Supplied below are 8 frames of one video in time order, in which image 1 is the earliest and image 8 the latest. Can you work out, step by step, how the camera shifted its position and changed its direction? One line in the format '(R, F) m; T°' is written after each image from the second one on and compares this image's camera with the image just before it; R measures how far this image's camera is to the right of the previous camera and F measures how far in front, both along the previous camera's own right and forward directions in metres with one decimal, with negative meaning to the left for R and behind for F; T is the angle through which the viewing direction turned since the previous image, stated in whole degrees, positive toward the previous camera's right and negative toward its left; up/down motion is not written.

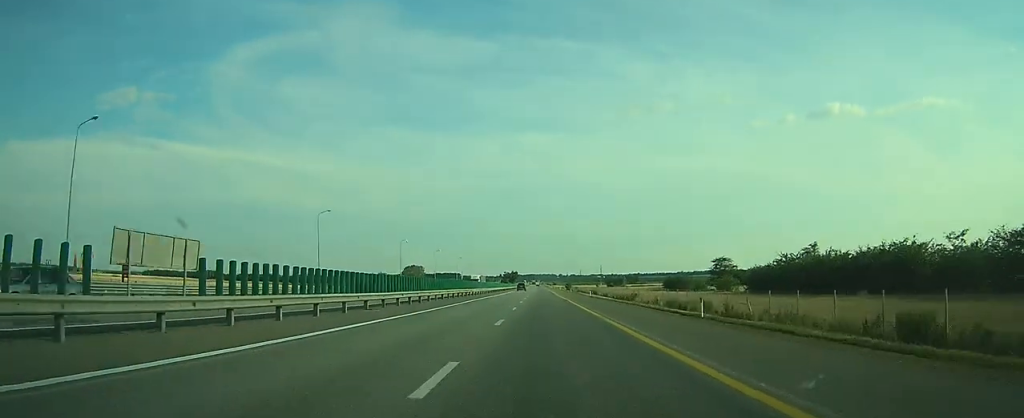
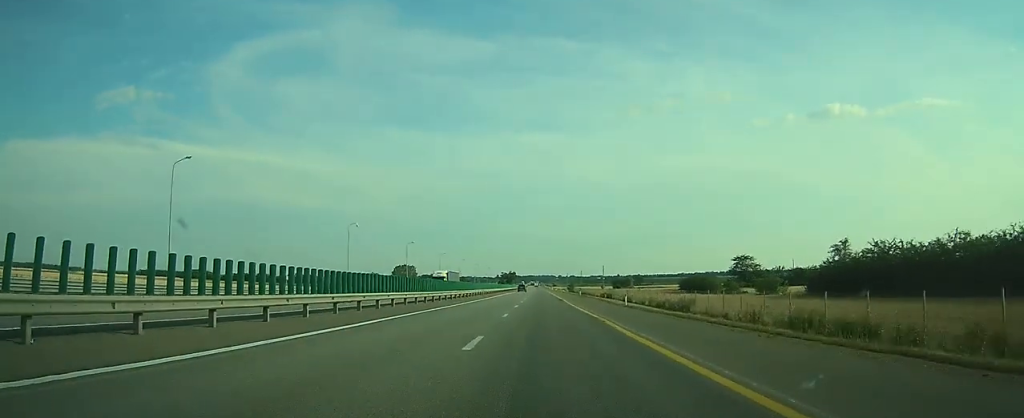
(+0.1, +30.8) m; 0°
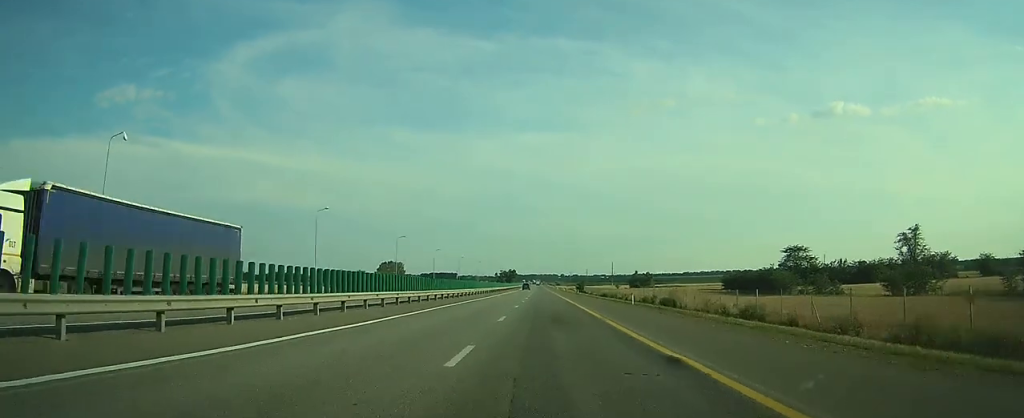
(0.0, +50.2) m; 0°
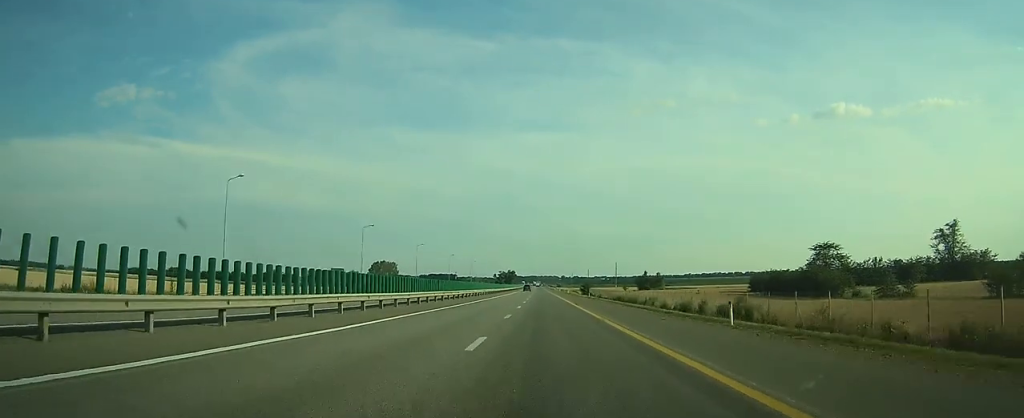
(-0.1, +21.5) m; 0°
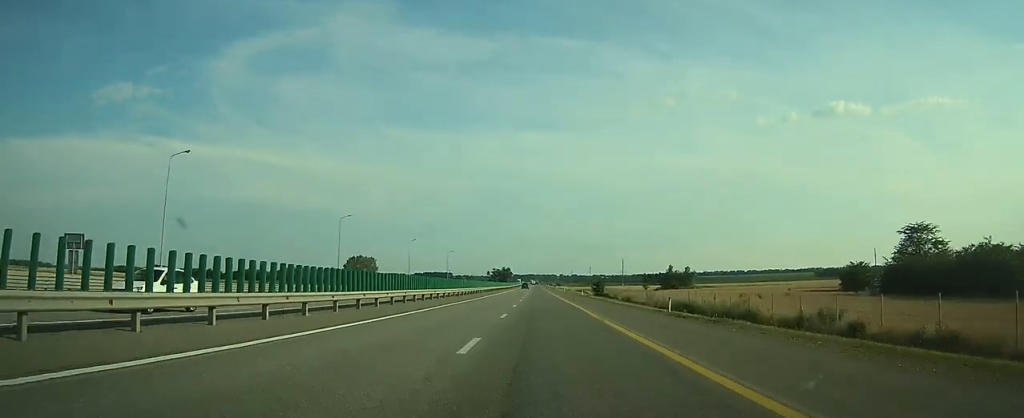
(-0.1, +48.4) m; 0°
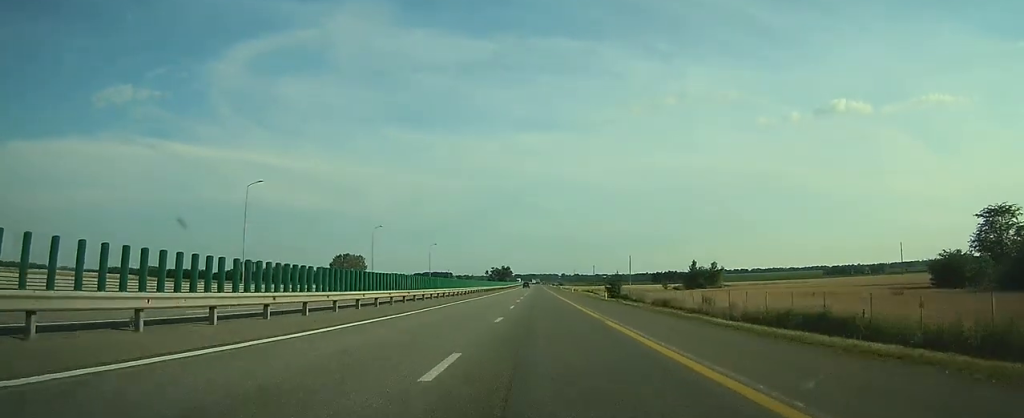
(0.0, +26.9) m; 0°
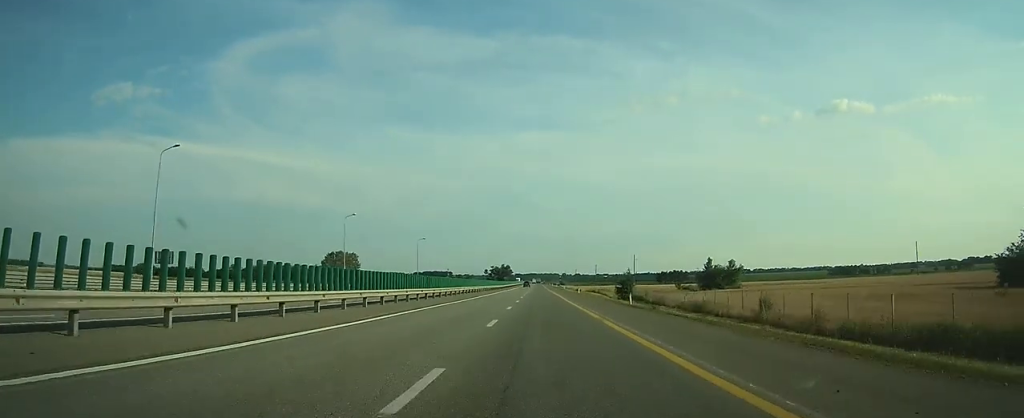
(0.0, +14.0) m; 0°
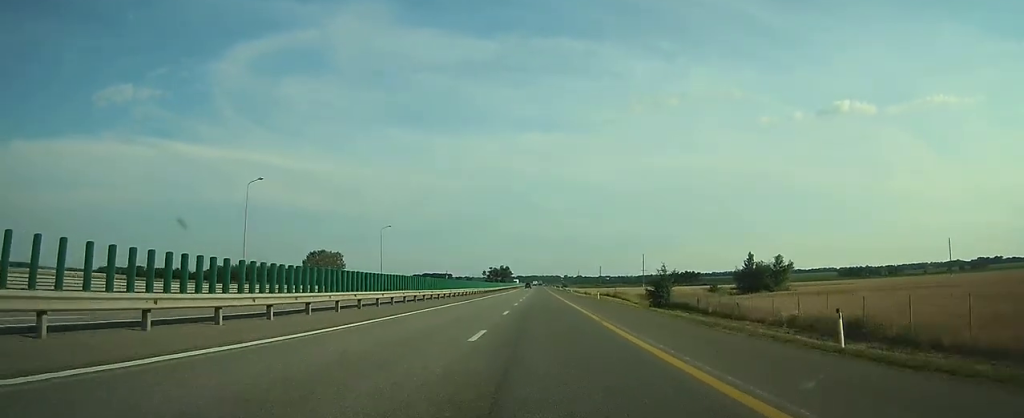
(0.0, +27.9) m; 0°
